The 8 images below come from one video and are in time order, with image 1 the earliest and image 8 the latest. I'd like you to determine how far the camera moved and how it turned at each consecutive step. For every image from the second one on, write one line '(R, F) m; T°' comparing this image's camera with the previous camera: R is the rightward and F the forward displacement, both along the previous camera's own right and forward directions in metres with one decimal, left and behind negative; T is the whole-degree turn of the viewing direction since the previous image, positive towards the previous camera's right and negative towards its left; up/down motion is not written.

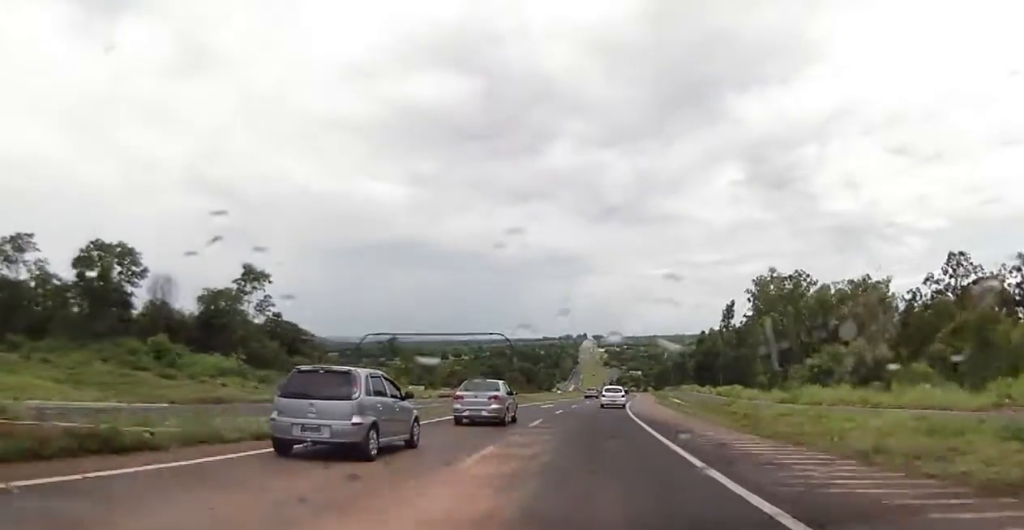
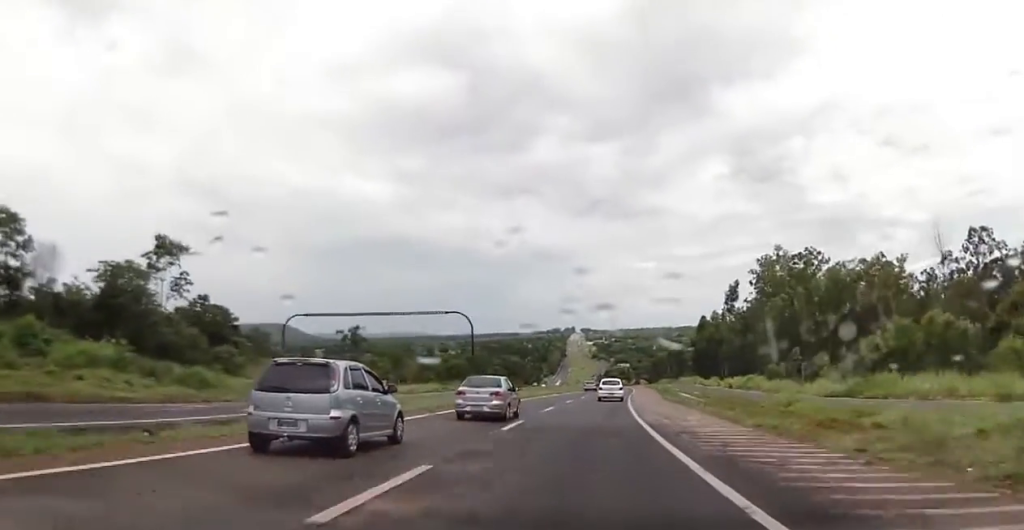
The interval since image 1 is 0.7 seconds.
(0.0, +16.3) m; +1°
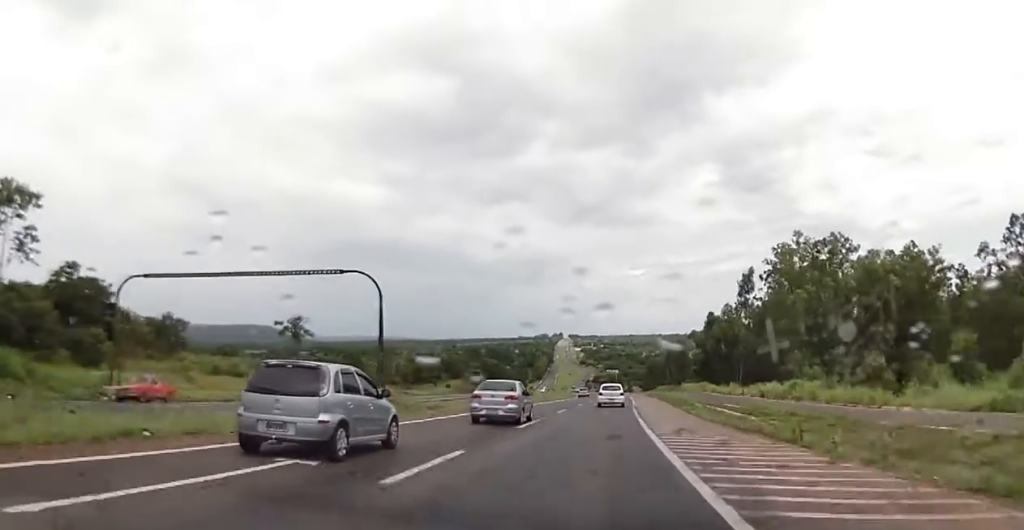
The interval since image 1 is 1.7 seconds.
(+0.5, +21.5) m; +1°
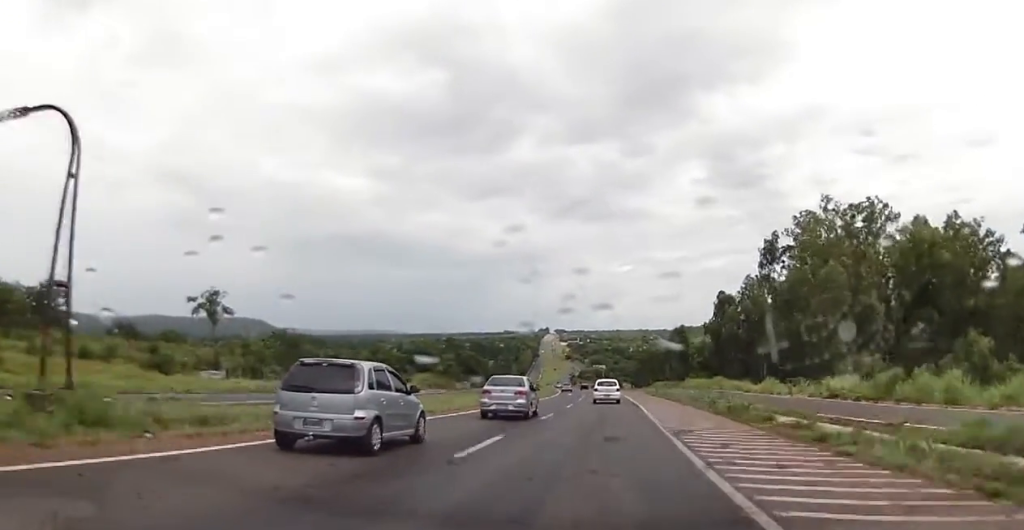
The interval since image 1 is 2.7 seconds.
(0.0, +21.7) m; 0°
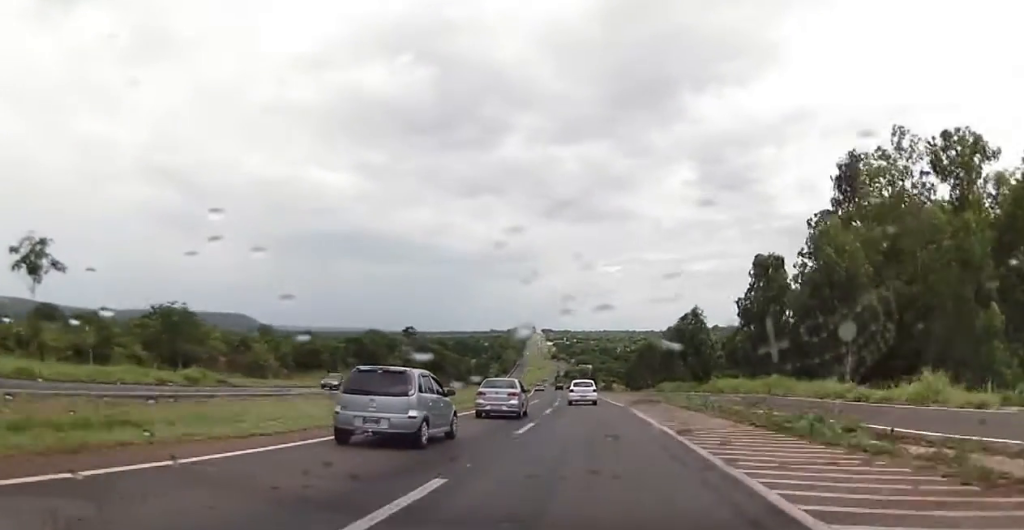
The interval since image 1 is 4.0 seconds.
(+0.2, +30.8) m; +2°
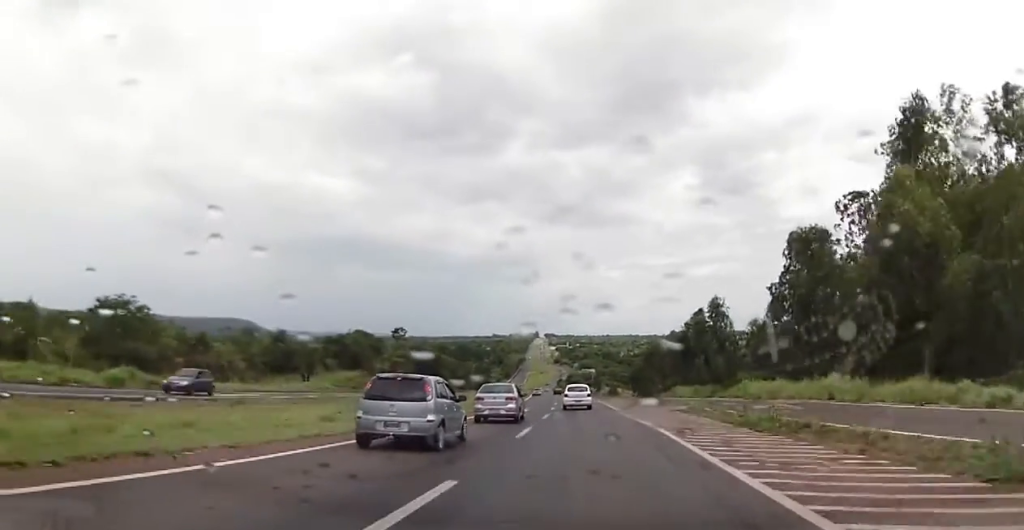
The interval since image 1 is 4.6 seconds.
(+0.2, +12.0) m; 0°
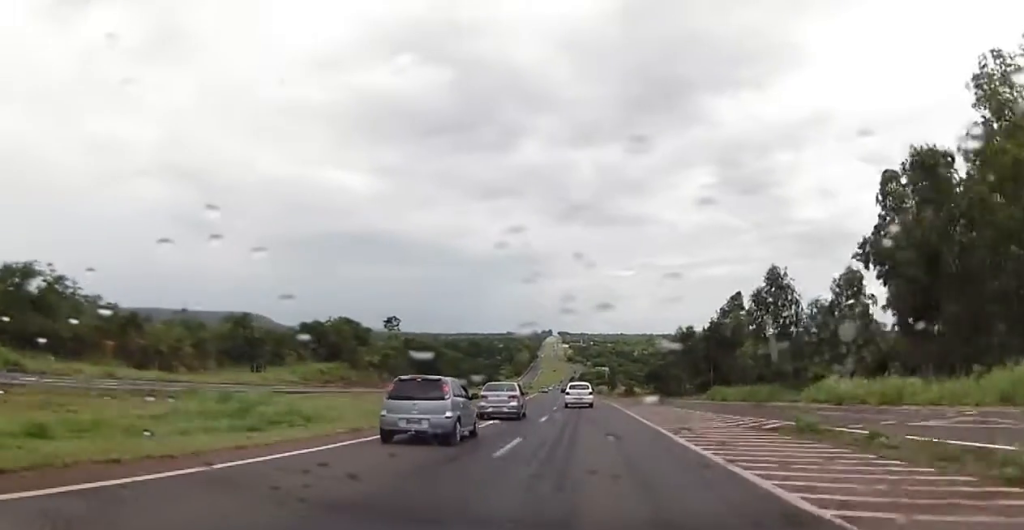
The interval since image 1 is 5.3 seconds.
(+0.1, +17.3) m; -1°
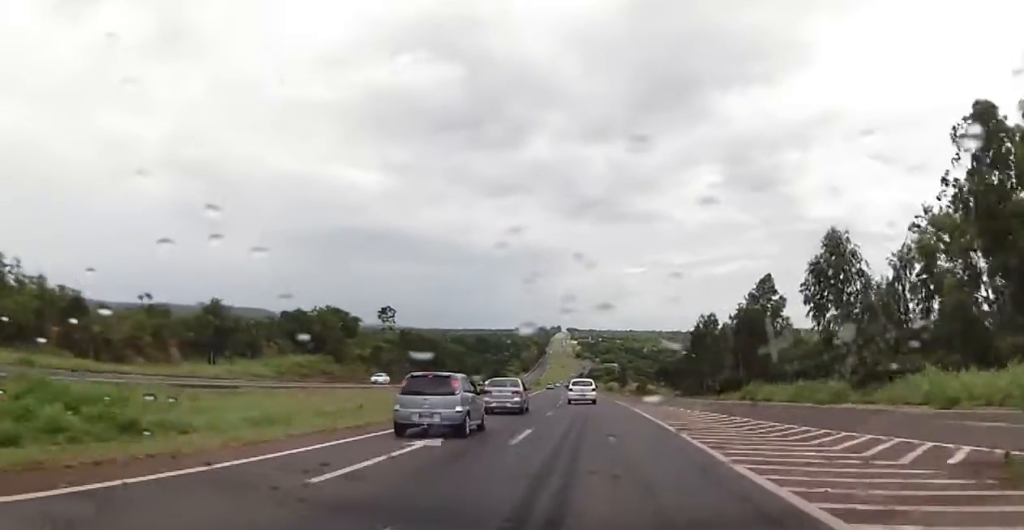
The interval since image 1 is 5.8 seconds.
(-0.1, +10.5) m; -1°
